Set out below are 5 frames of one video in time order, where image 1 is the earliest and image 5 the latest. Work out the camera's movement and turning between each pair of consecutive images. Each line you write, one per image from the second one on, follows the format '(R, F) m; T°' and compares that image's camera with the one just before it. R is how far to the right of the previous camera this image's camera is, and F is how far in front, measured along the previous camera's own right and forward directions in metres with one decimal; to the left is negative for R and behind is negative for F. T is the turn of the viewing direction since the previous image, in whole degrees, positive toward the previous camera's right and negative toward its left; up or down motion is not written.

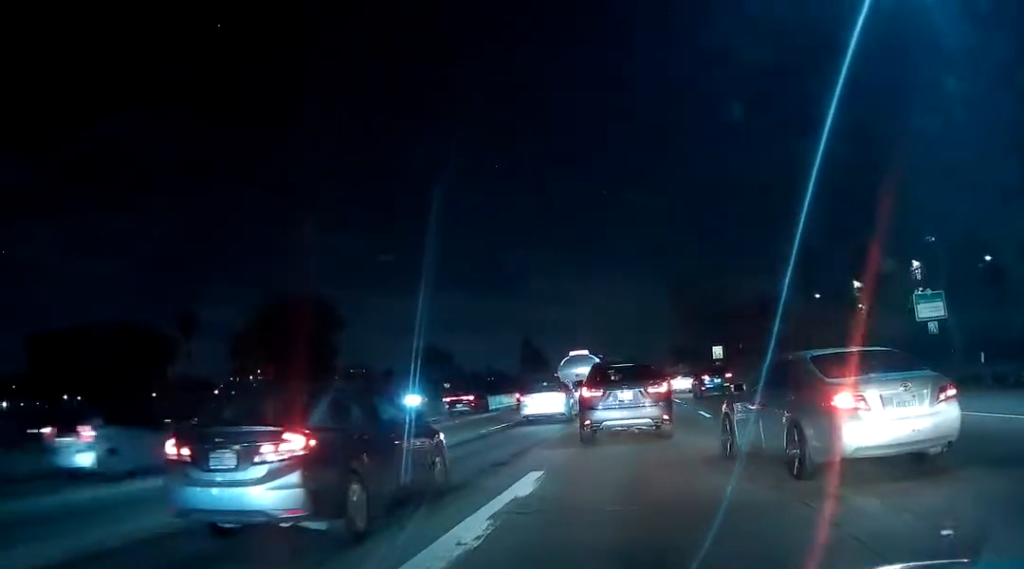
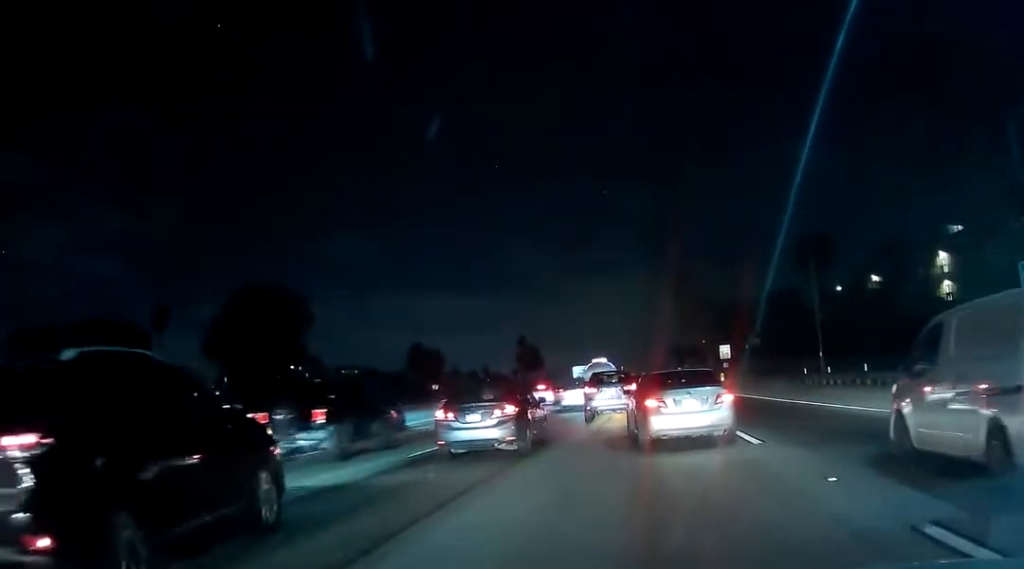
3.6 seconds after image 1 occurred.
(-0.4, +9.0) m; +1°
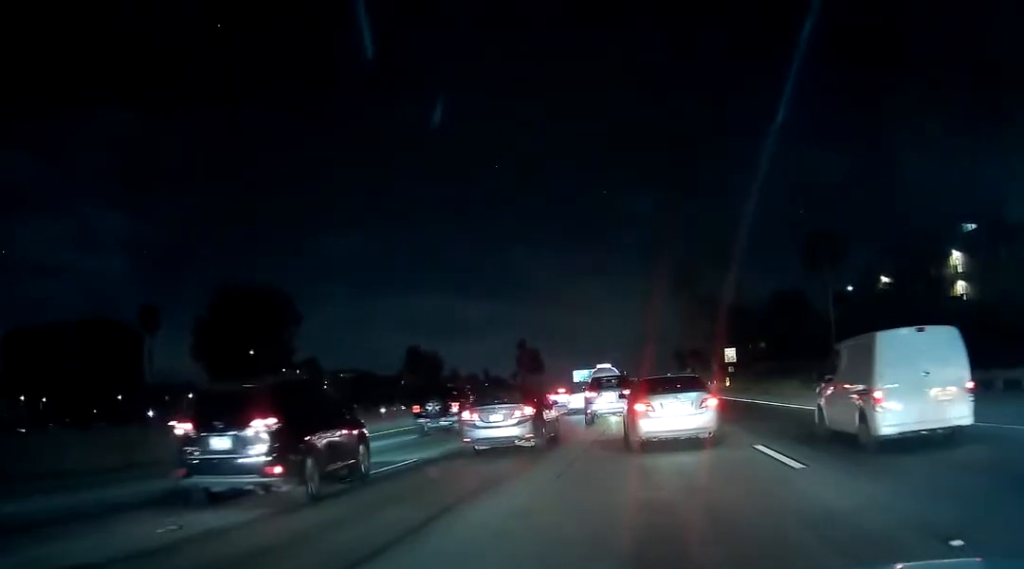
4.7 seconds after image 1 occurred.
(+0.1, +3.4) m; -3°
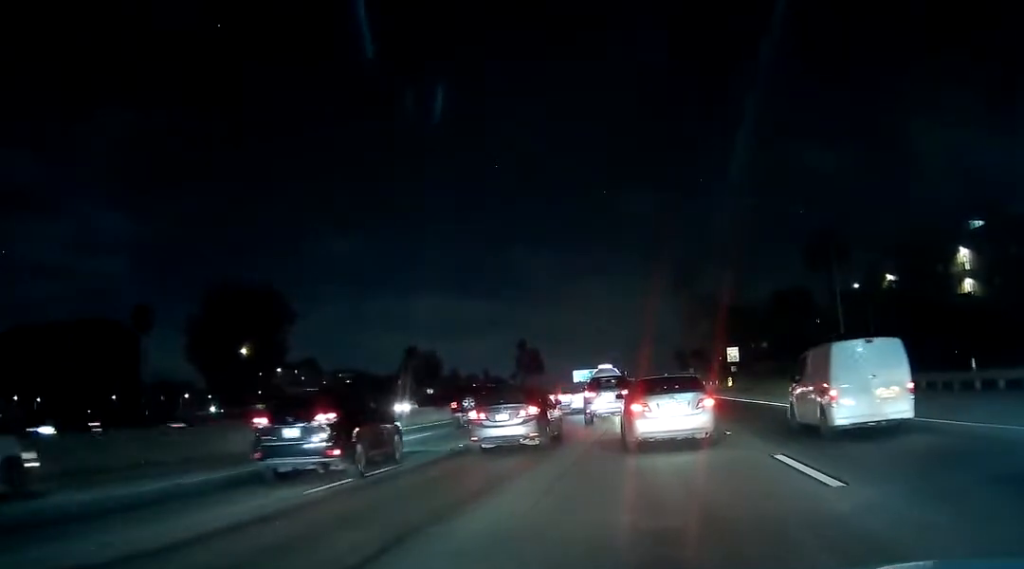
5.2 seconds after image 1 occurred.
(-0.2, +1.9) m; -5°
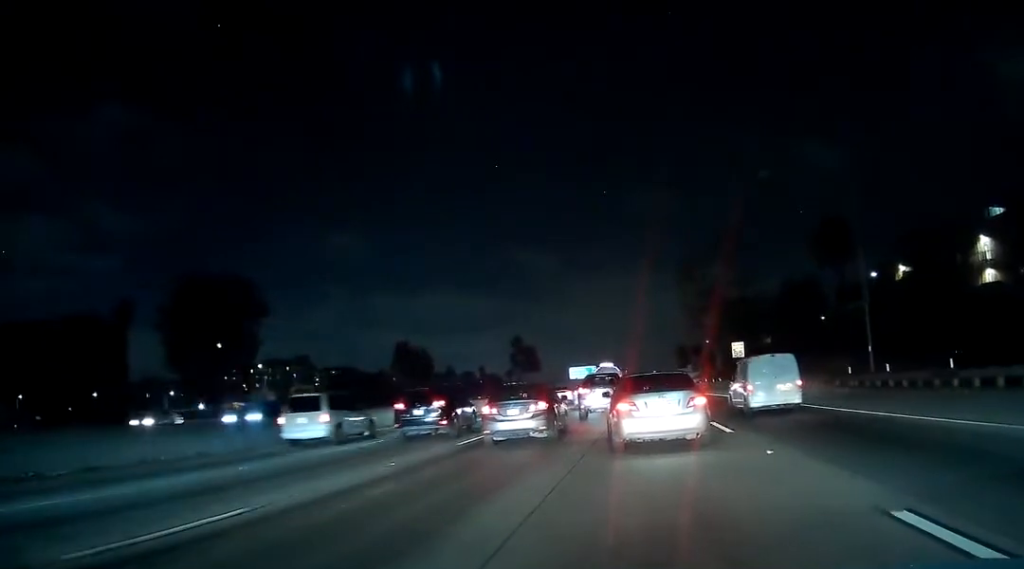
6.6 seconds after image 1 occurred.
(0.0, +5.3) m; +1°
